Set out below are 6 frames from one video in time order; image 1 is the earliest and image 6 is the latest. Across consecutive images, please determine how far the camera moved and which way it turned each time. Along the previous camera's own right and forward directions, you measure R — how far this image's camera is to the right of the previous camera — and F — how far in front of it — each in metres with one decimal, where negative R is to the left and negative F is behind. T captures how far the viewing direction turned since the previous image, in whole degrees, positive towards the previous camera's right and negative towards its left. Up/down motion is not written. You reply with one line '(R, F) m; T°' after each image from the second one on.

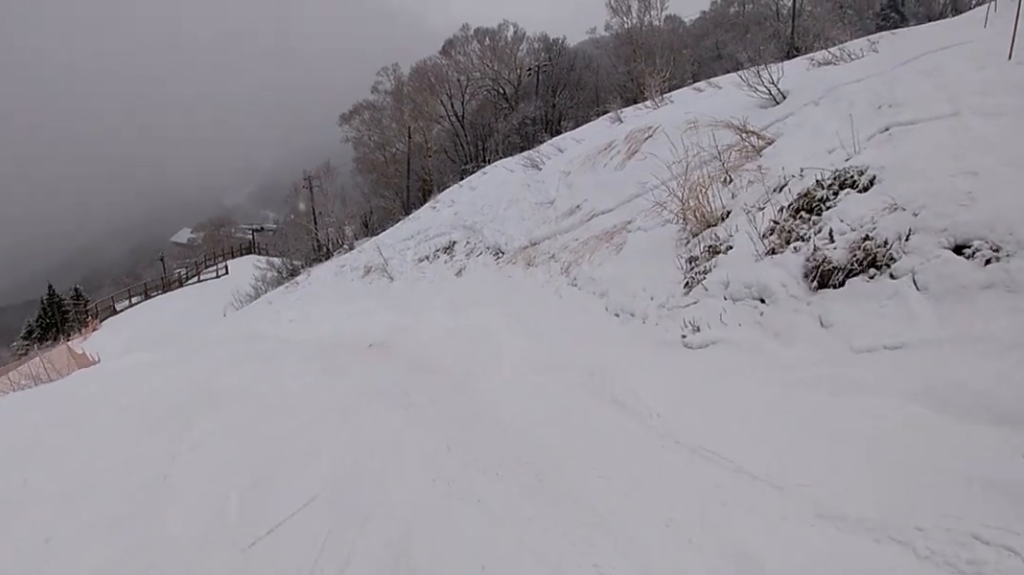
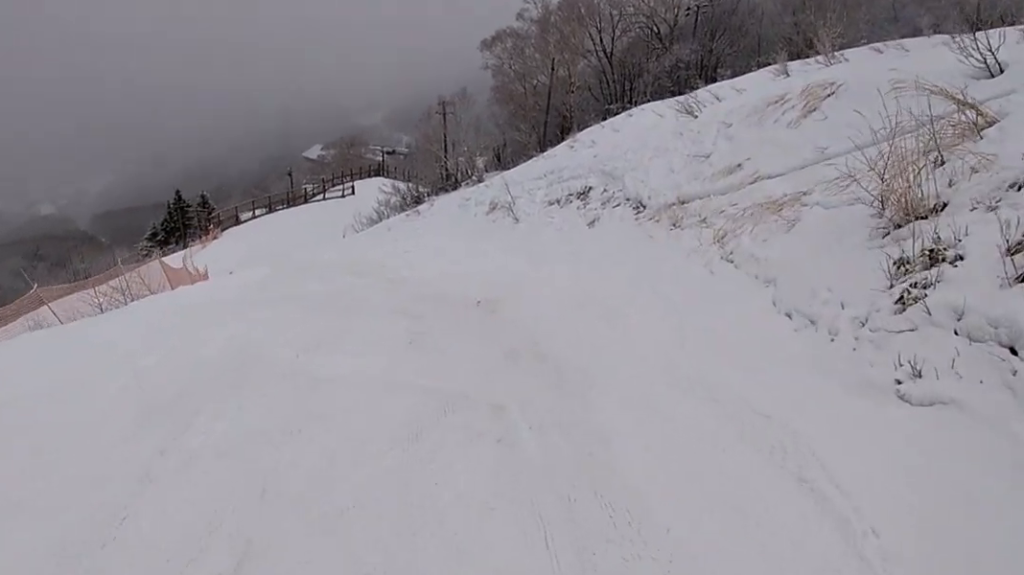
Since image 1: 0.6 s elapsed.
(-0.6, +1.9) m; -10°
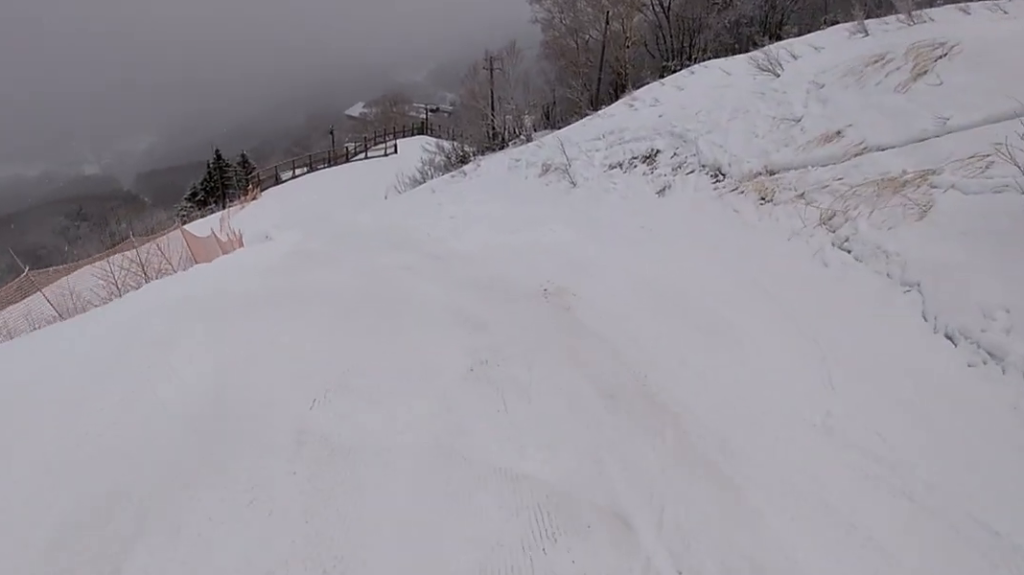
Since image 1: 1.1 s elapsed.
(-0.3, +1.8) m; -7°
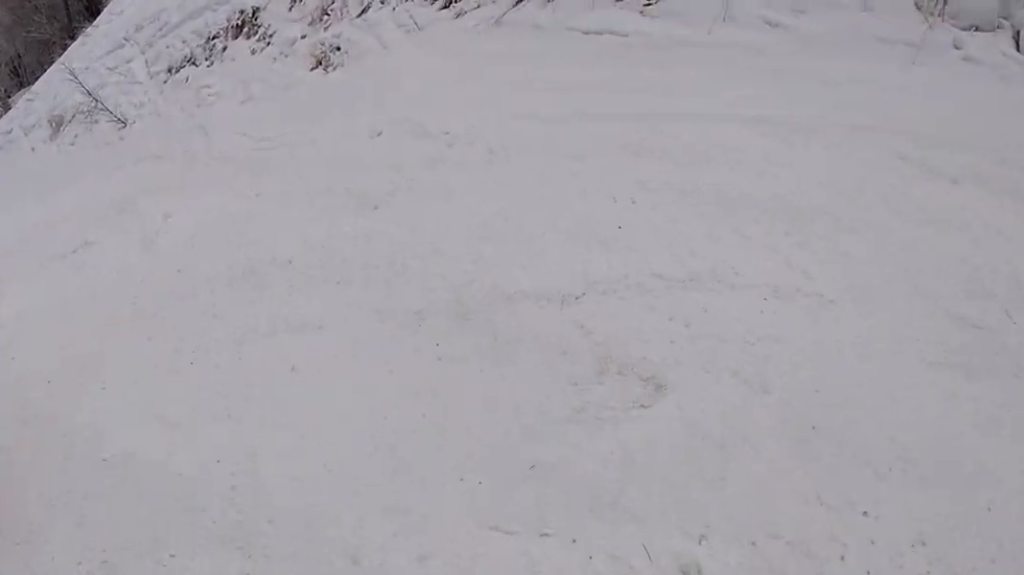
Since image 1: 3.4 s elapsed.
(+3.9, +6.6) m; +39°
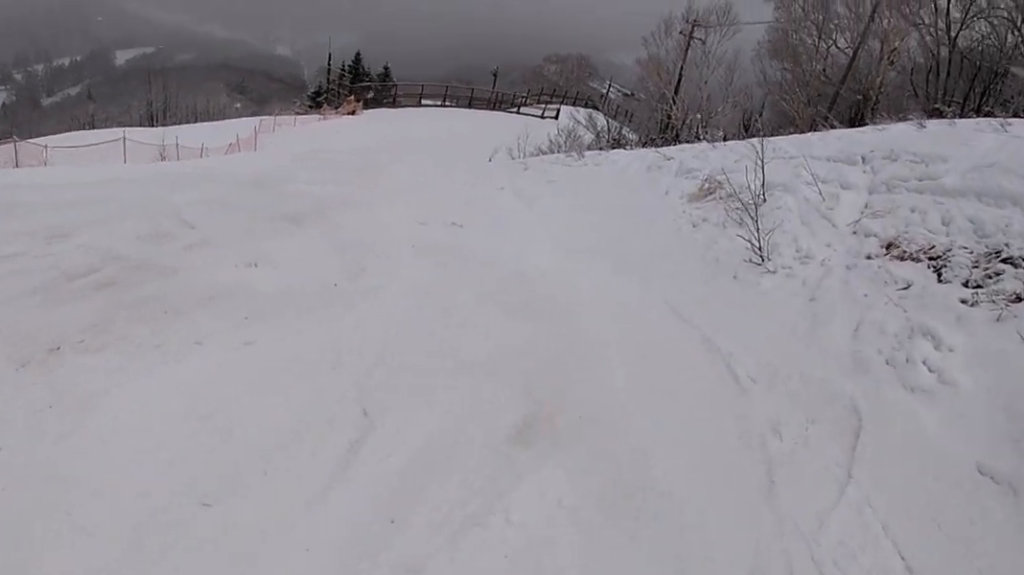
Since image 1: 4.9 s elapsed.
(-1.9, +5.2) m; -55°
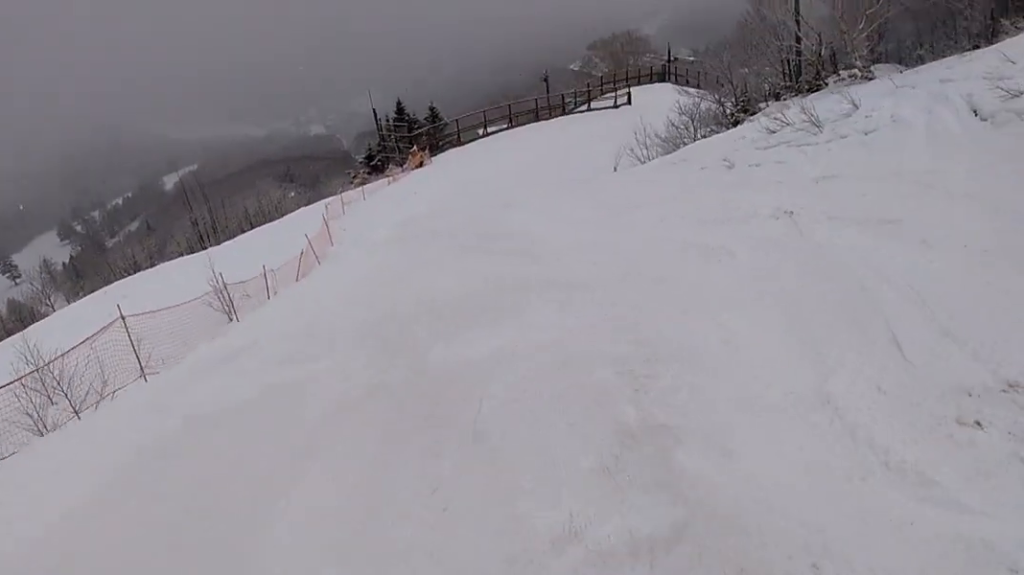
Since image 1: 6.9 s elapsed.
(-1.1, +8.8) m; +10°
